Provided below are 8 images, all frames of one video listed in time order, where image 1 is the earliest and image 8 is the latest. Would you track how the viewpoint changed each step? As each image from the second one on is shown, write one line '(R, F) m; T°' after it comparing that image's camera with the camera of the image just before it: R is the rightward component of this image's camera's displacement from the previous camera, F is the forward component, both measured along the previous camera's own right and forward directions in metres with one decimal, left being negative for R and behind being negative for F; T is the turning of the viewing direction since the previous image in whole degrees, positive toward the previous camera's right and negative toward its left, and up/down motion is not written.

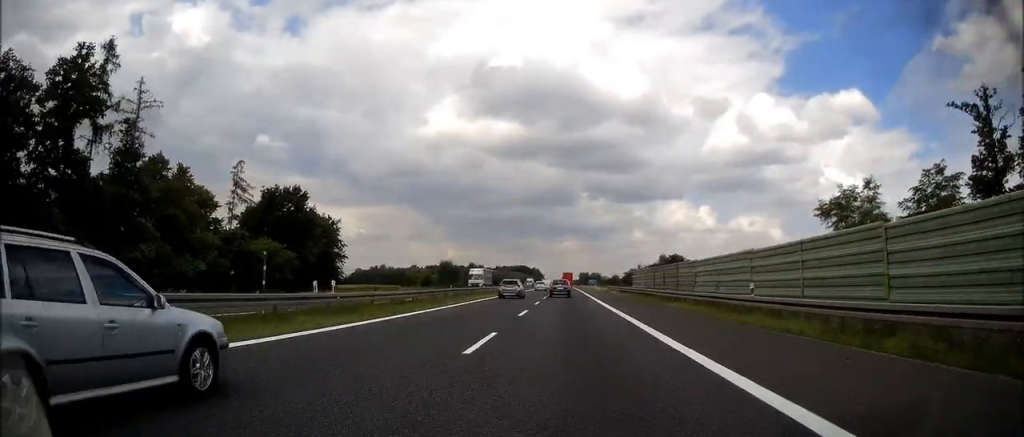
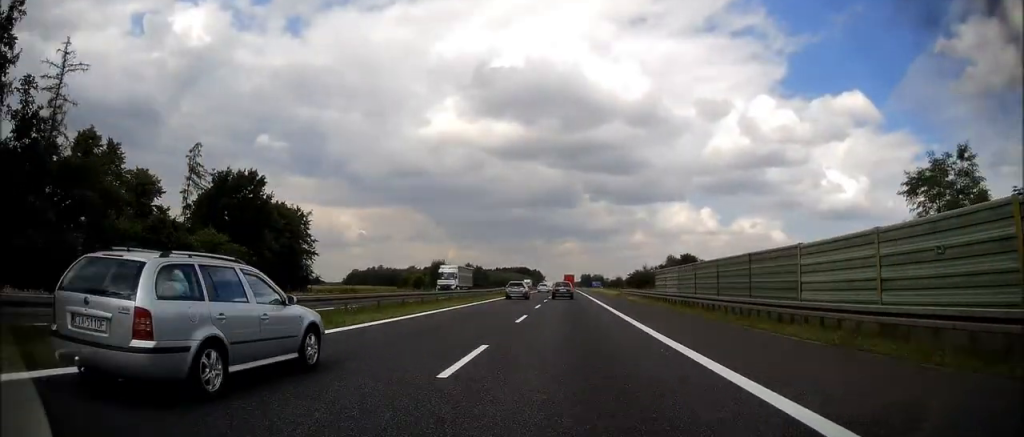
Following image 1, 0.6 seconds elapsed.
(0.0, +14.5) m; 0°
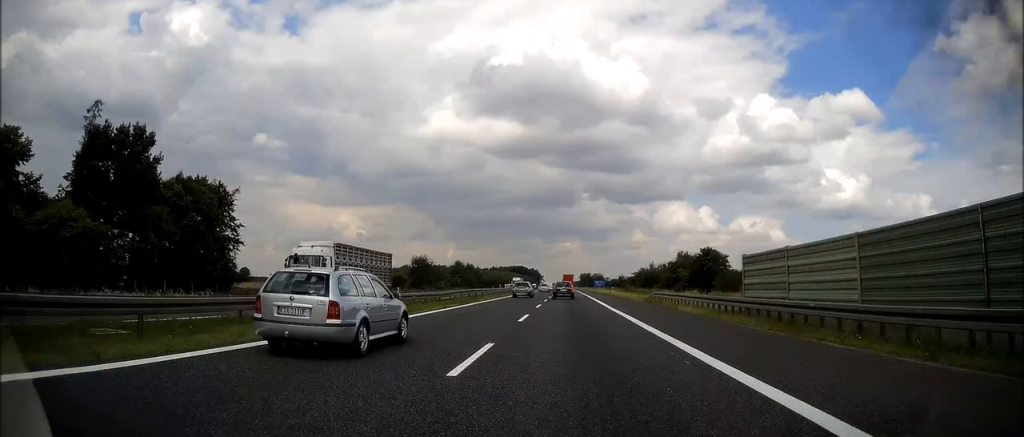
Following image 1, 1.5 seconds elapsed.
(0.0, +23.8) m; 0°
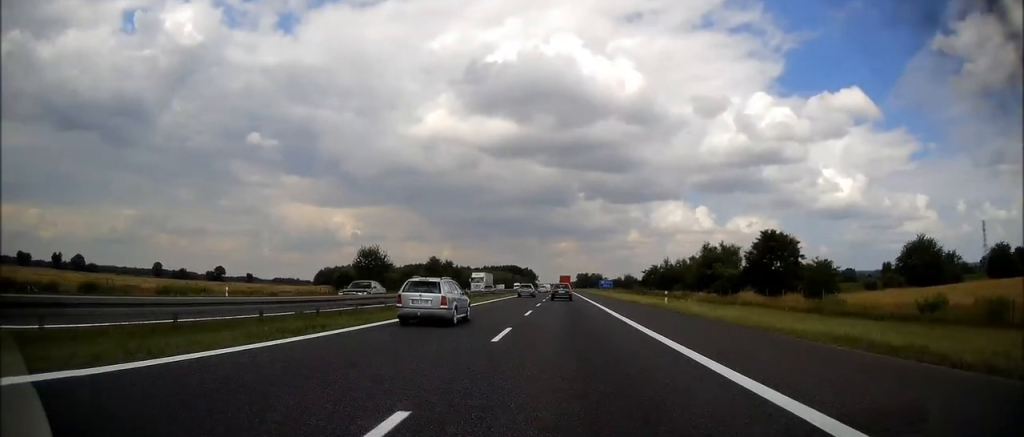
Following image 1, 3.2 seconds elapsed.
(+0.4, +42.8) m; +1°
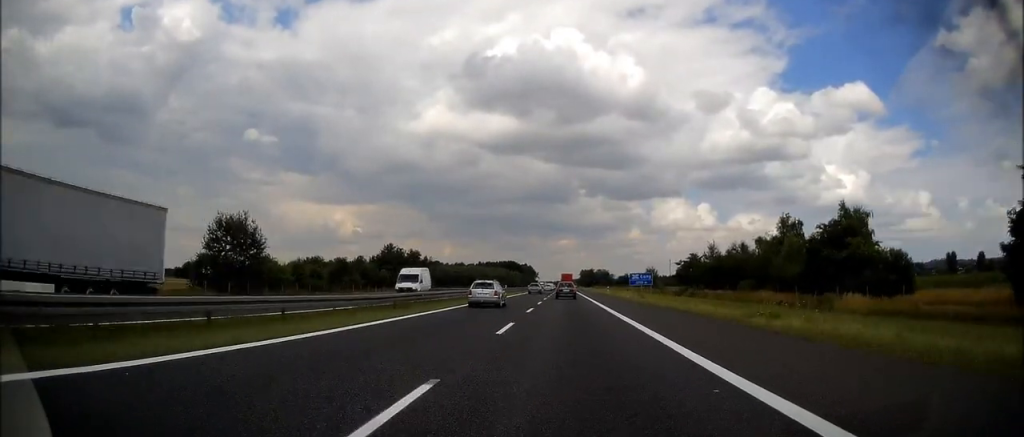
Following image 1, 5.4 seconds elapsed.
(-0.6, +58.5) m; 0°
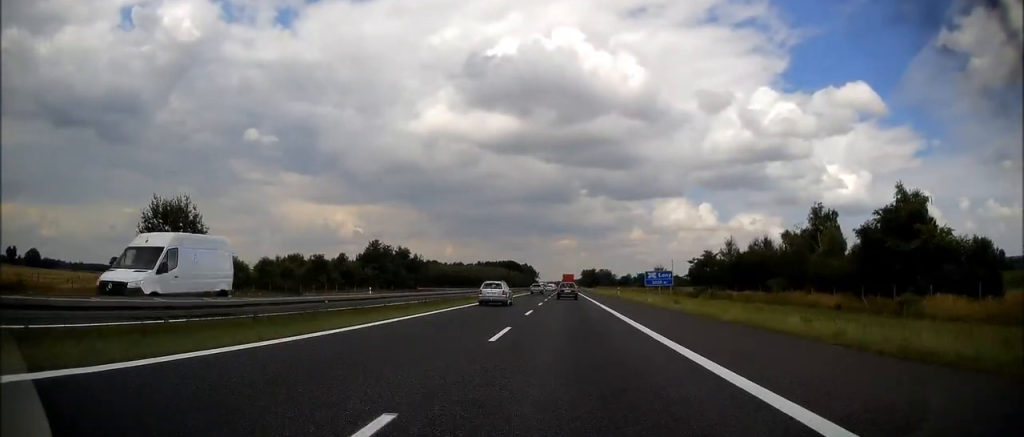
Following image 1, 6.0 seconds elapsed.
(+0.2, +13.9) m; 0°
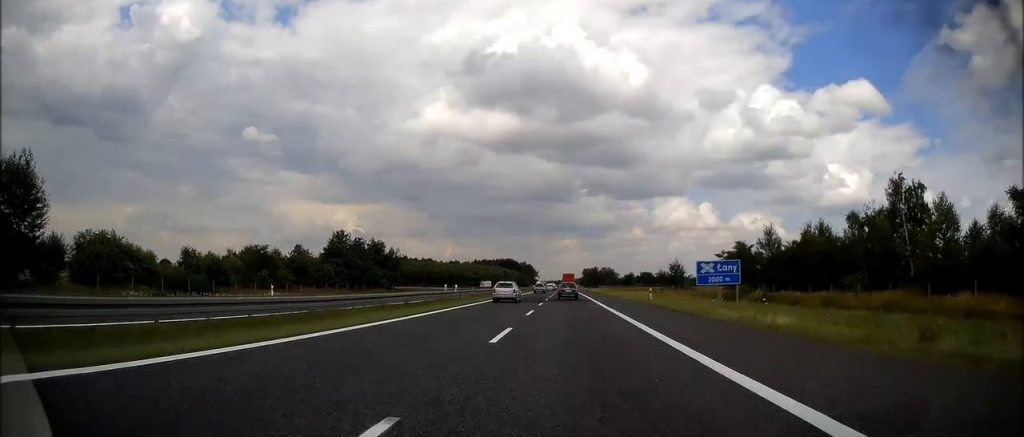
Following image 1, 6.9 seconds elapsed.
(0.0, +24.4) m; 0°
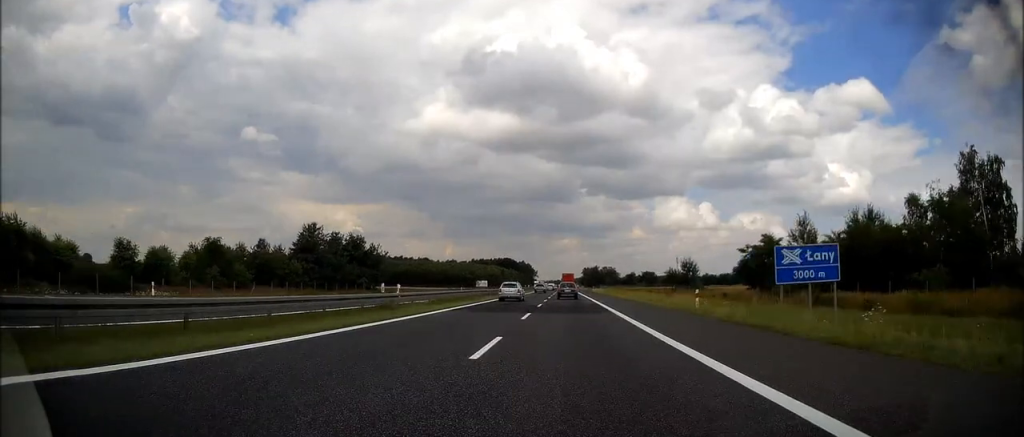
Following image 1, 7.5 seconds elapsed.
(-0.2, +14.9) m; 0°
